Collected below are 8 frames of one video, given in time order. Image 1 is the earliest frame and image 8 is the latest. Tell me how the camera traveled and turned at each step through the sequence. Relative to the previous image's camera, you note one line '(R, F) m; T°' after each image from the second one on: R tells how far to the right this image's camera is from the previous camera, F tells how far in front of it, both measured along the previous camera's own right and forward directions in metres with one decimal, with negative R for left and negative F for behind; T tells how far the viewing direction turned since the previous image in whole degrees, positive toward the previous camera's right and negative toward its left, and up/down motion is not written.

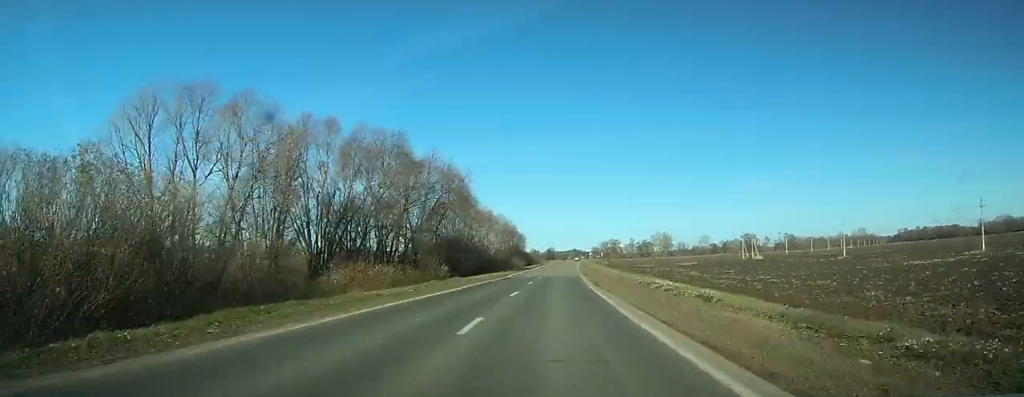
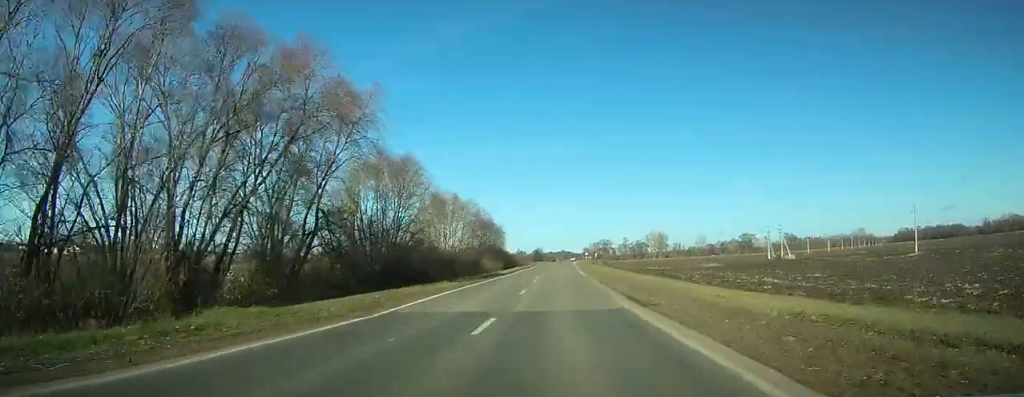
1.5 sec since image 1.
(+0.4, +38.3) m; +1°
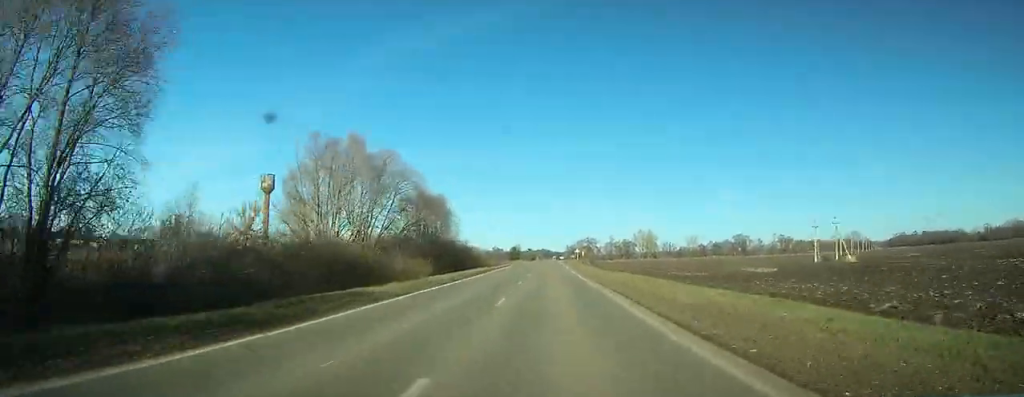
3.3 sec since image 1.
(+0.6, +47.7) m; +1°
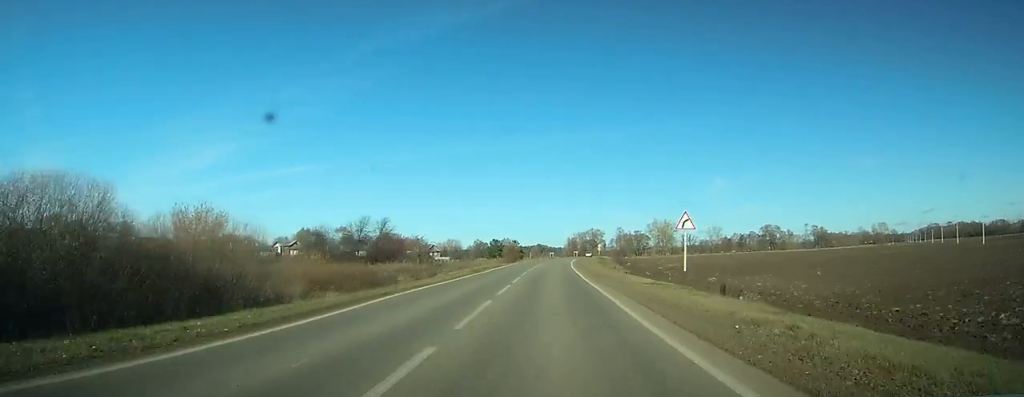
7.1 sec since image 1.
(+1.6, +96.0) m; +2°
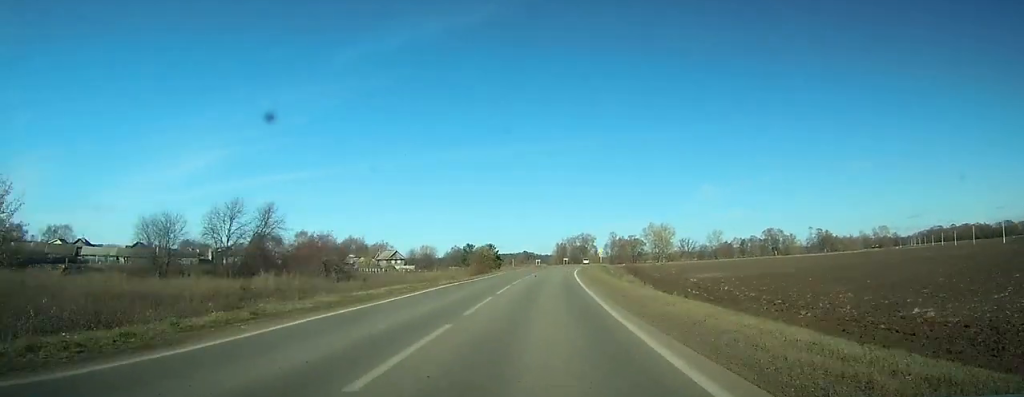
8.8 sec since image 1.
(+0.3, +36.1) m; +1°
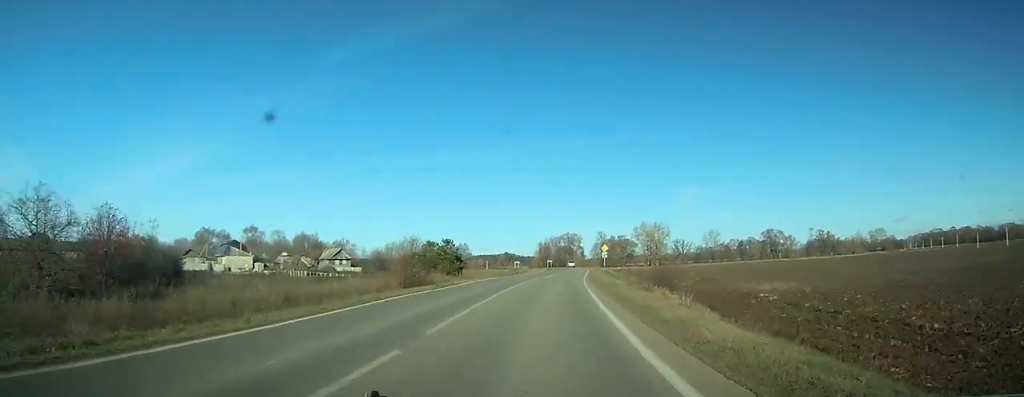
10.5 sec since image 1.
(+0.4, +33.0) m; +2°
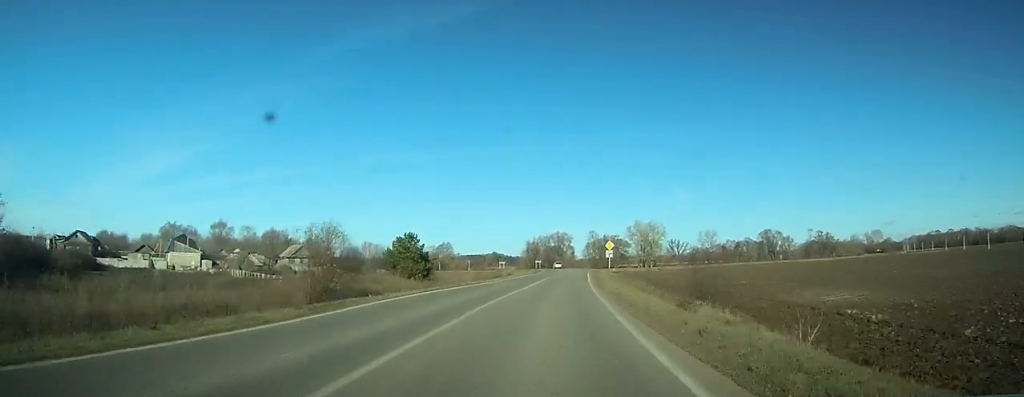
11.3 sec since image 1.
(+0.3, +16.1) m; +1°
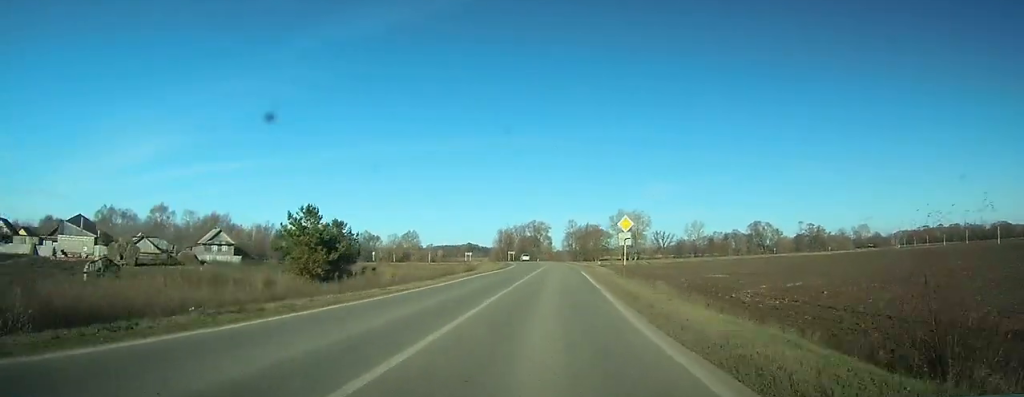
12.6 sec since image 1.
(+0.2, +23.3) m; +1°
